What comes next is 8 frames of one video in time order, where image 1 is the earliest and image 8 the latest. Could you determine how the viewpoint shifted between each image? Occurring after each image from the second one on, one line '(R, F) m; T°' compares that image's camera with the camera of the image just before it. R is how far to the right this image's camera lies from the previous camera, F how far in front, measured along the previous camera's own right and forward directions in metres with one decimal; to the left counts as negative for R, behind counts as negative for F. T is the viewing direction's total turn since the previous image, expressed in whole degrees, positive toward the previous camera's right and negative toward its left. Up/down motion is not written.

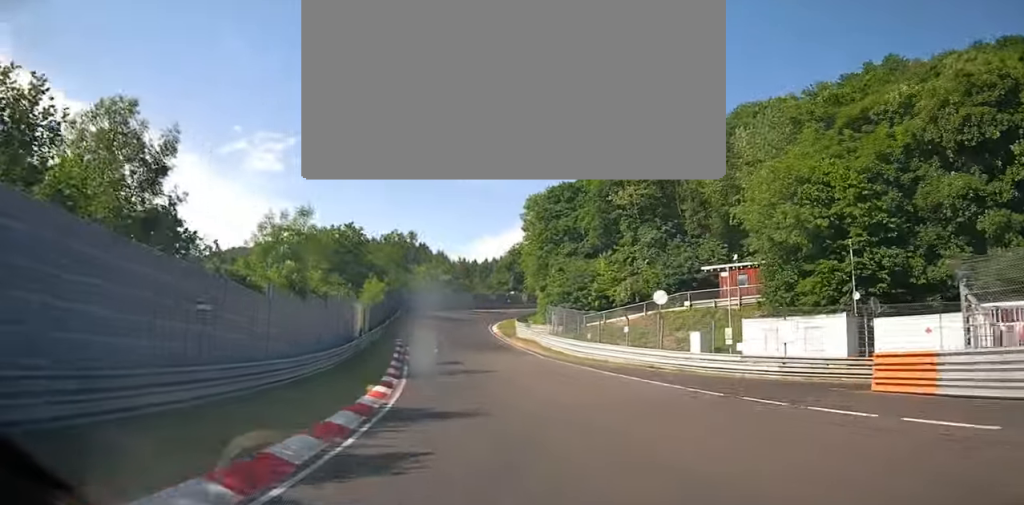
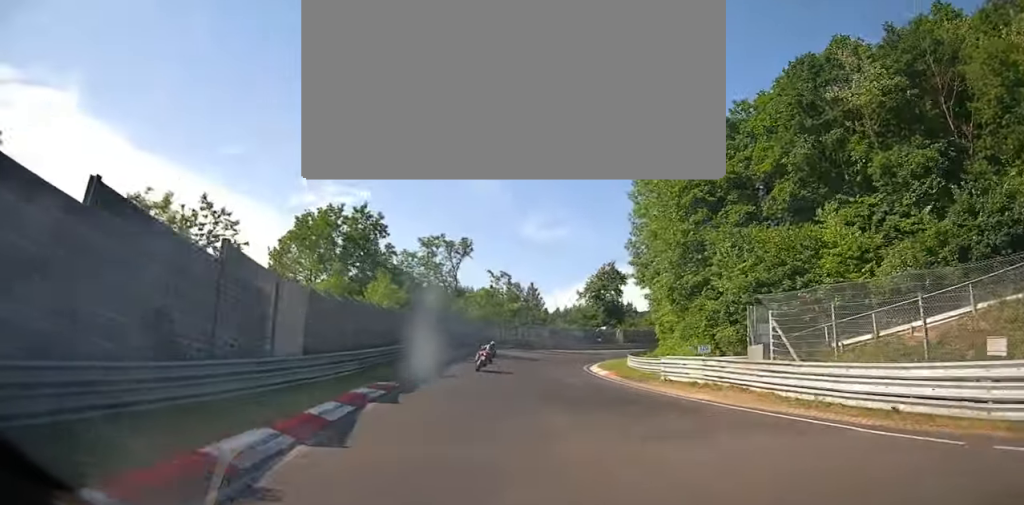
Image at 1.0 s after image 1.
(-1.0, +28.2) m; -4°
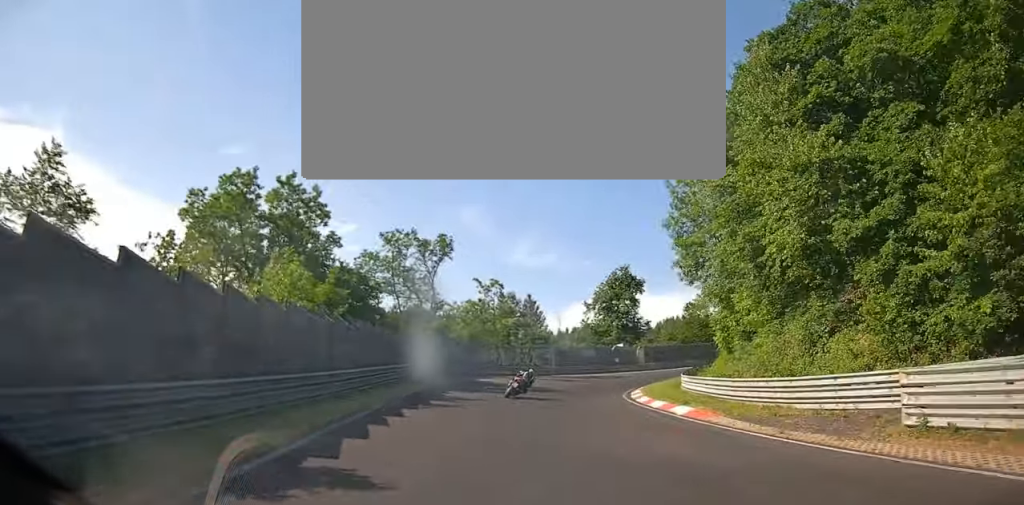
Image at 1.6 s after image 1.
(-1.0, +16.4) m; -1°
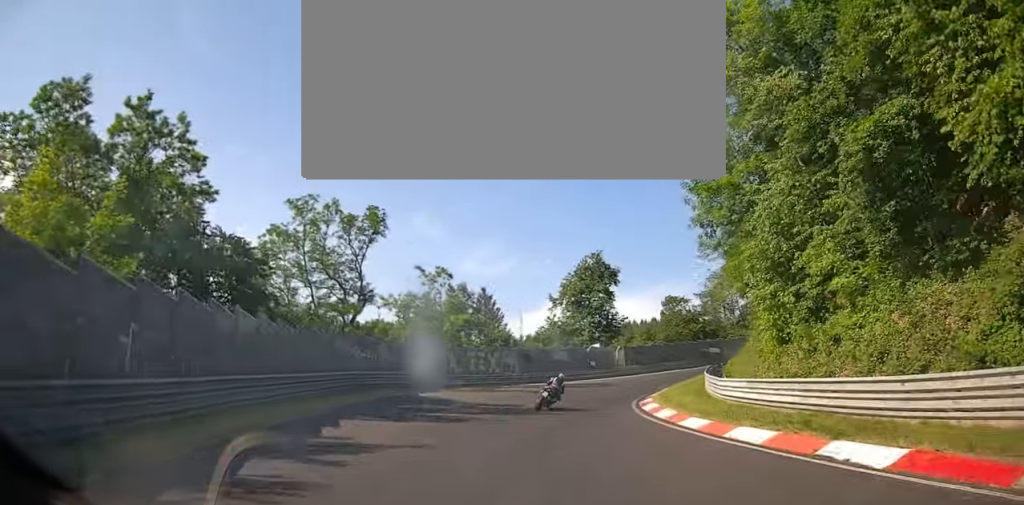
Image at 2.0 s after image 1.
(+0.1, +11.9) m; +4°
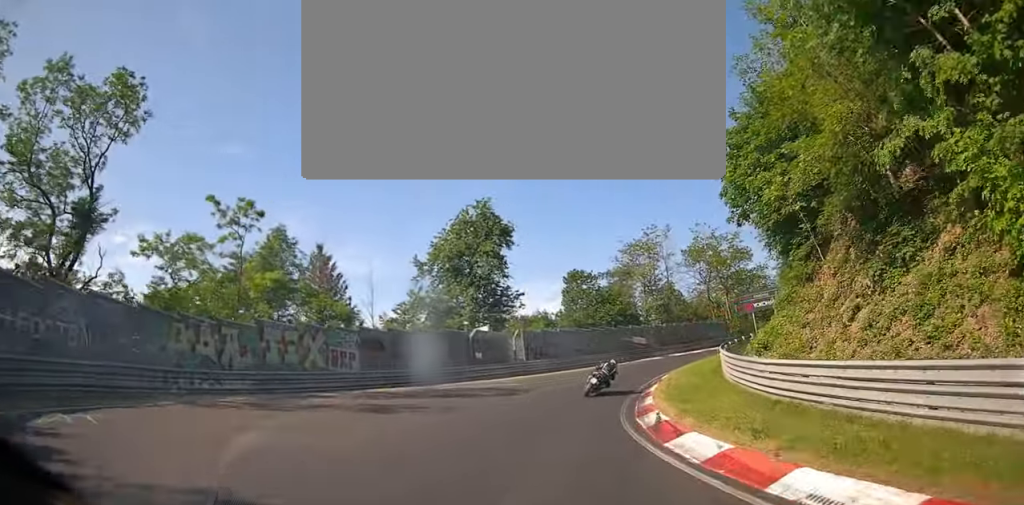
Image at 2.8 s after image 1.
(+0.6, +17.8) m; +13°
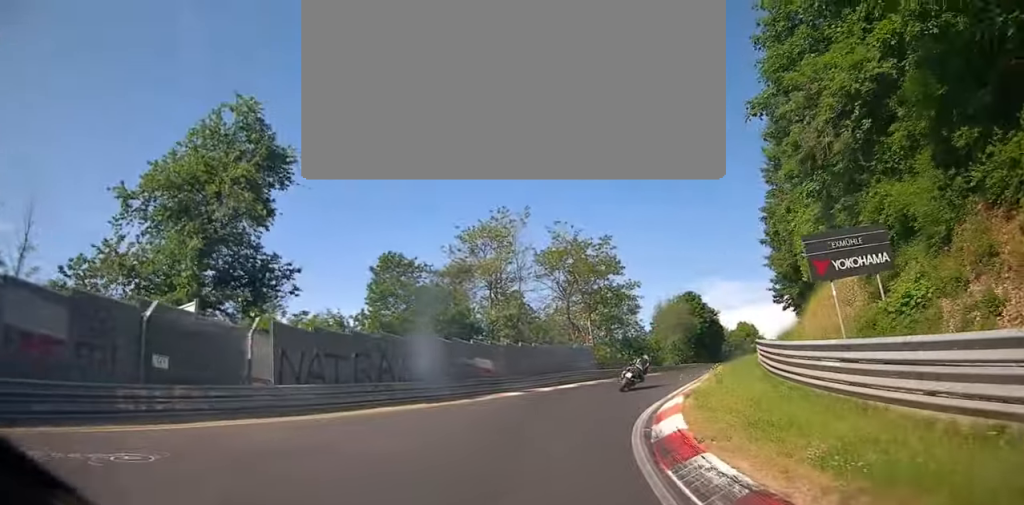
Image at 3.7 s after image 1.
(+2.9, +16.9) m; +23°
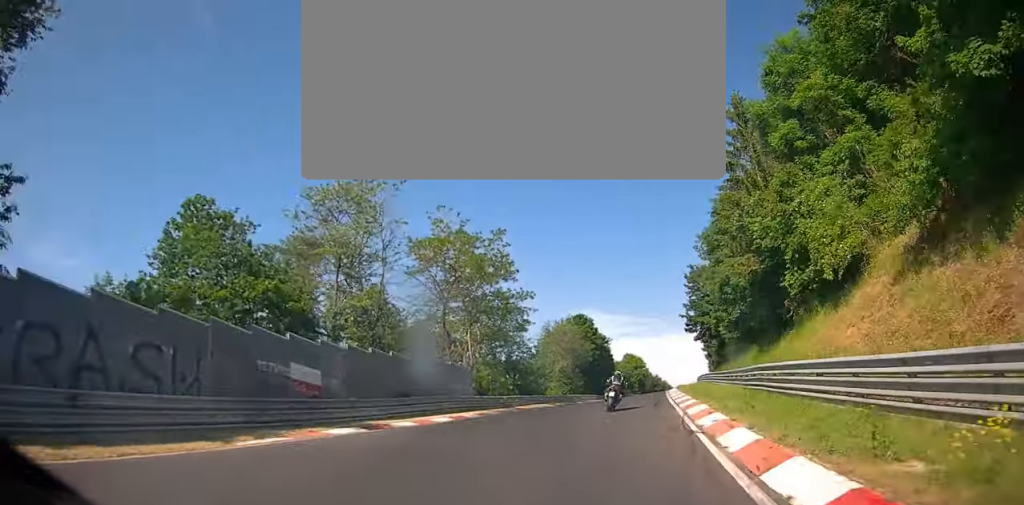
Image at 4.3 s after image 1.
(+2.5, +11.4) m; +14°
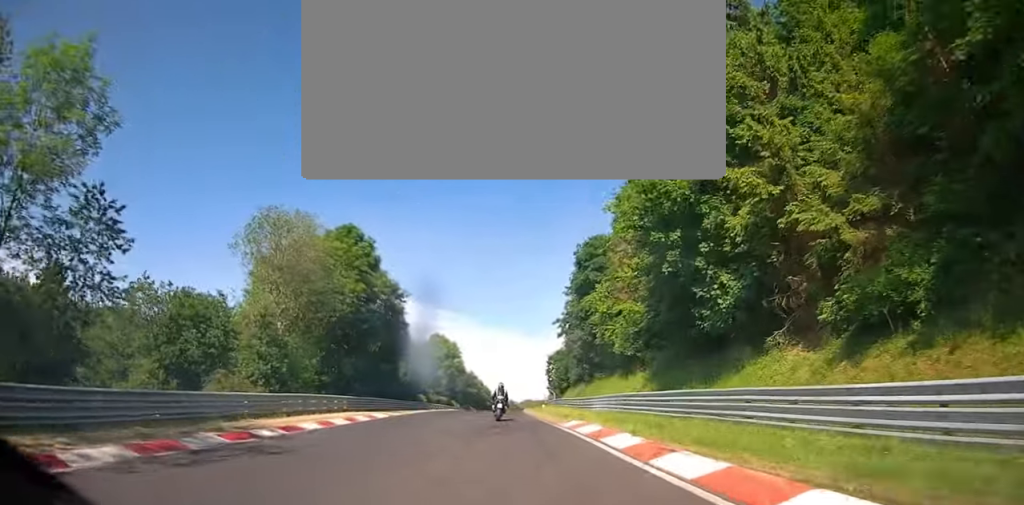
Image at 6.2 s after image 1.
(+13.6, +43.0) m; +22°
